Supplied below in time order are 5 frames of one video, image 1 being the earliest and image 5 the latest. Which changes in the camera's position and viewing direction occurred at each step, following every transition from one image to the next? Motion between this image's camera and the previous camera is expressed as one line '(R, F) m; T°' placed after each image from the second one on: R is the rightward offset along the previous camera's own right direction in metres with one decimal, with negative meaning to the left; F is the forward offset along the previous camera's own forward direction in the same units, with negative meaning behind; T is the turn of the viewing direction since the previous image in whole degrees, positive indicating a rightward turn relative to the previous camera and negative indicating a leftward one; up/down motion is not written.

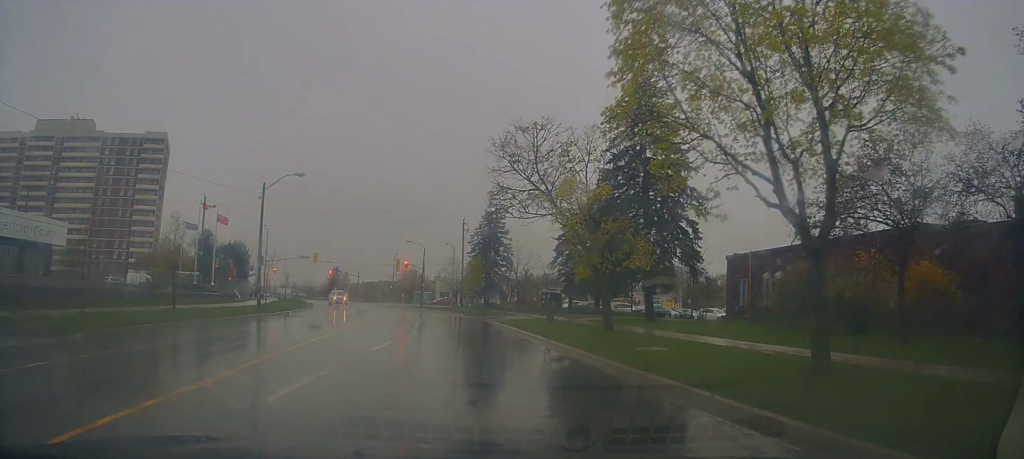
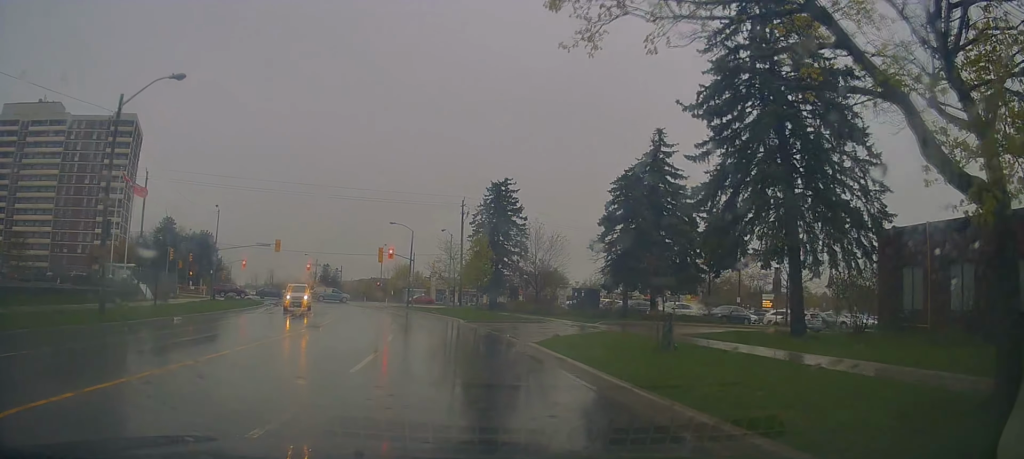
(-0.3, +14.6) m; -4°
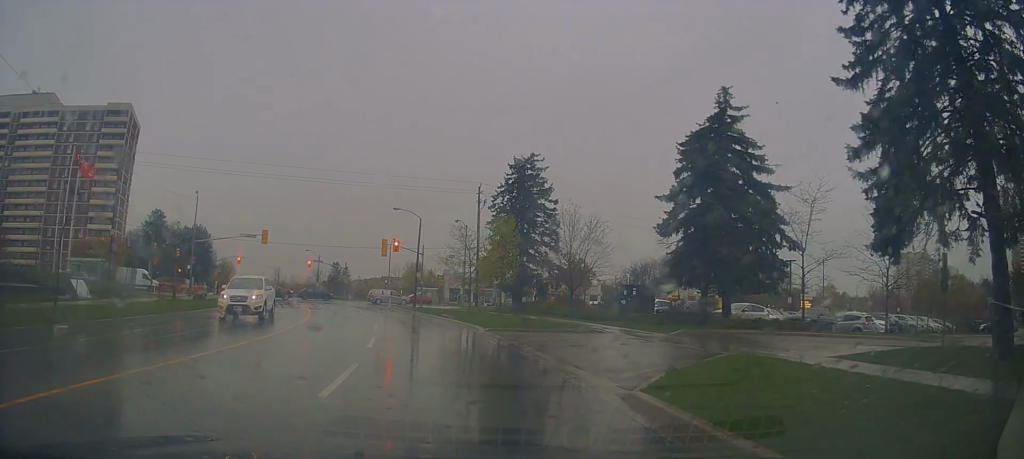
(-0.4, +7.7) m; -3°
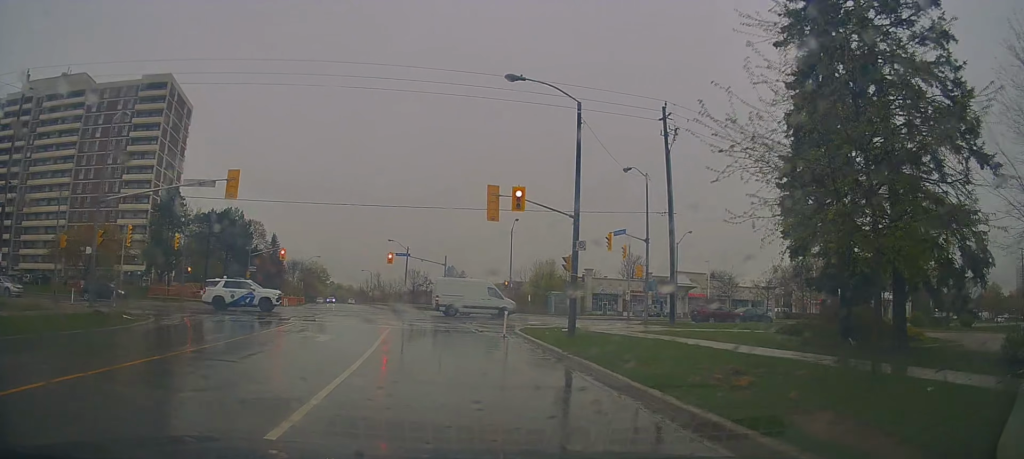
(-1.2, +23.9) m; -9°
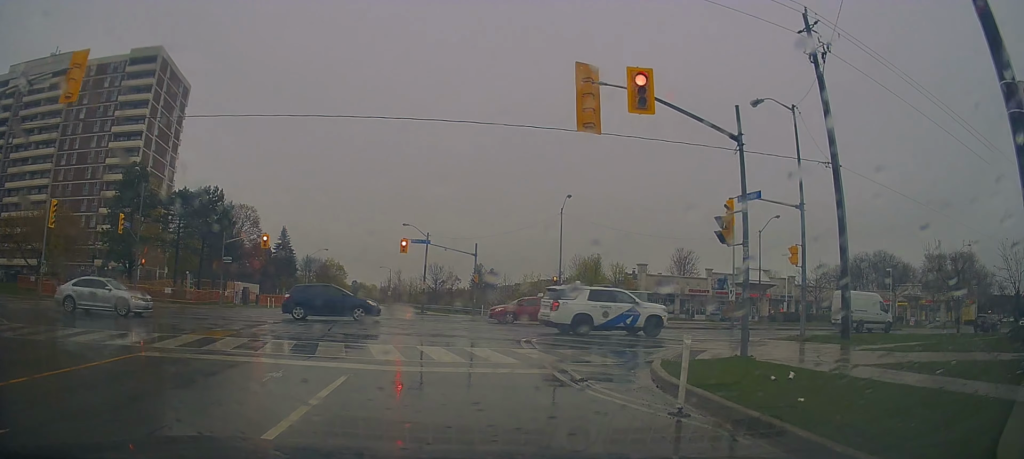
(+0.2, +12.9) m; +3°
